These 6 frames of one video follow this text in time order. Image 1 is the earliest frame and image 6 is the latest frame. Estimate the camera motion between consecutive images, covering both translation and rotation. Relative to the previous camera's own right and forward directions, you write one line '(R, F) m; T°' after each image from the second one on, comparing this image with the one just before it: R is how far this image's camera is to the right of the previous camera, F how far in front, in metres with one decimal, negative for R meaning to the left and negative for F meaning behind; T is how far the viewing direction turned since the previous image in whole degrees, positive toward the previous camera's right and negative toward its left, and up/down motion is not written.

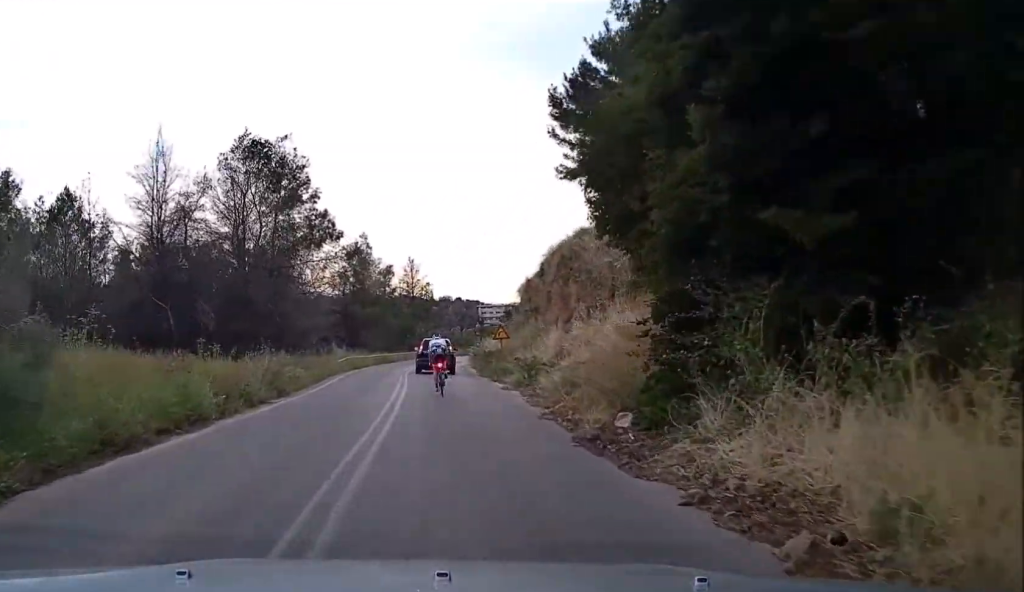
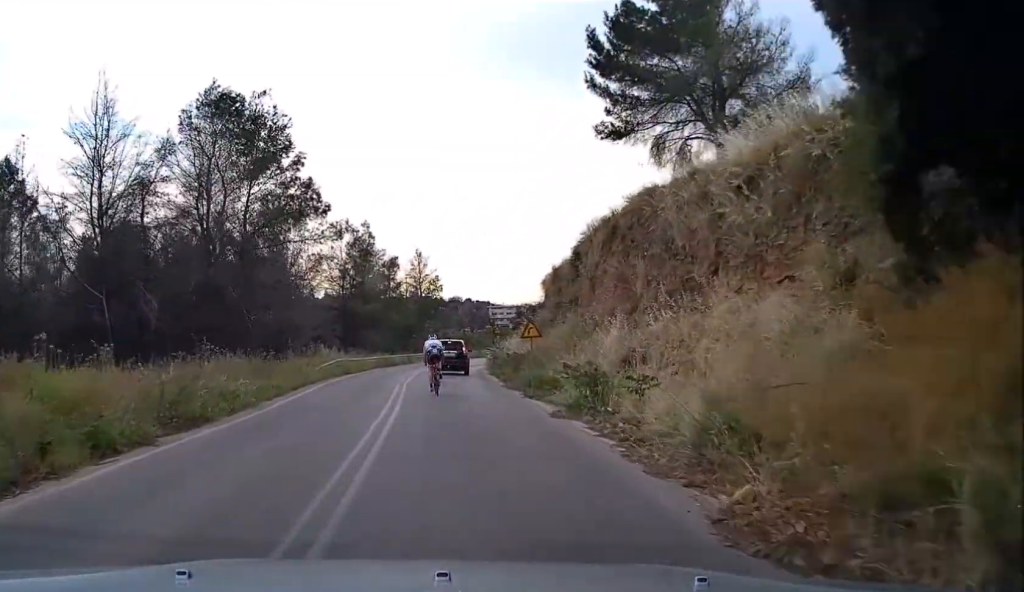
(-0.1, +8.8) m; -1°
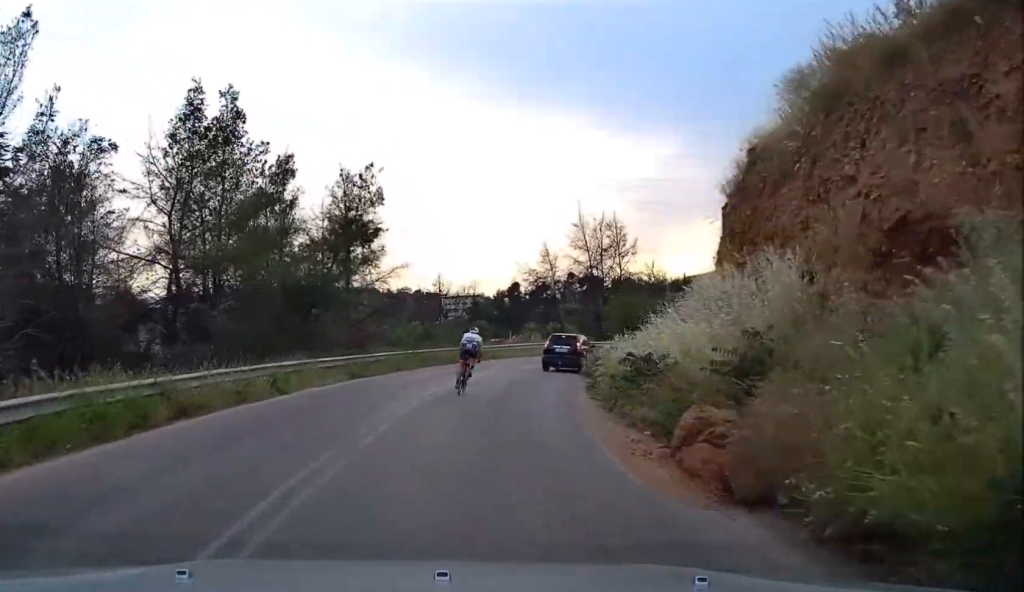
(+0.8, +42.7) m; +5°
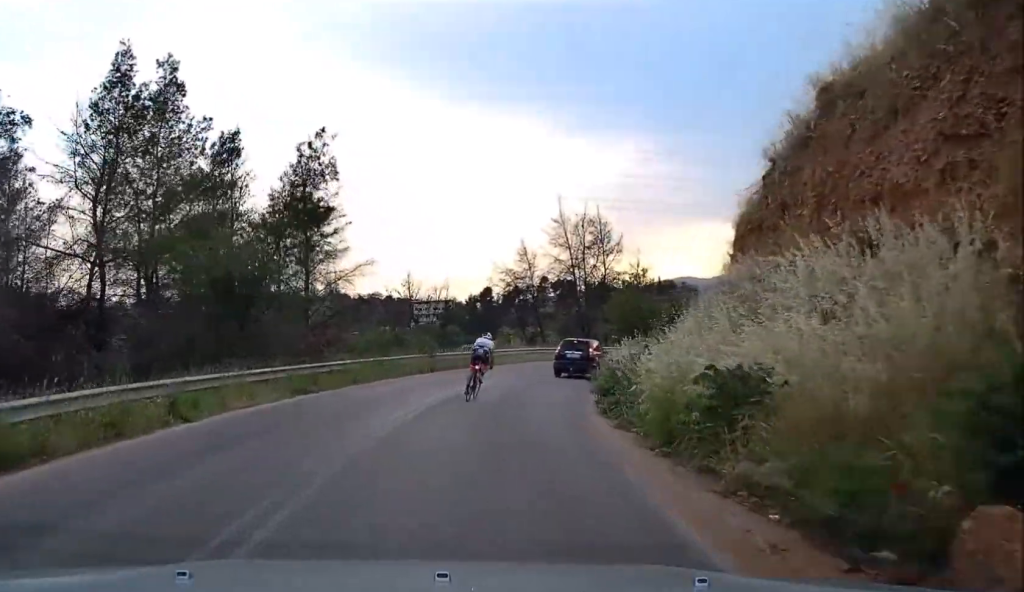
(+0.1, +5.5) m; +2°
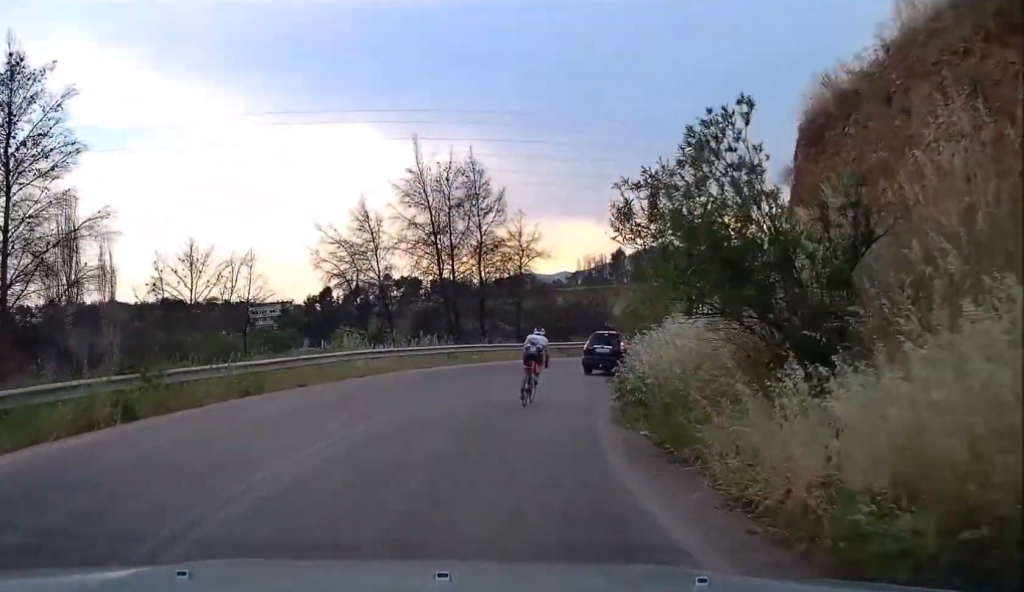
(+1.6, +20.1) m; +10°
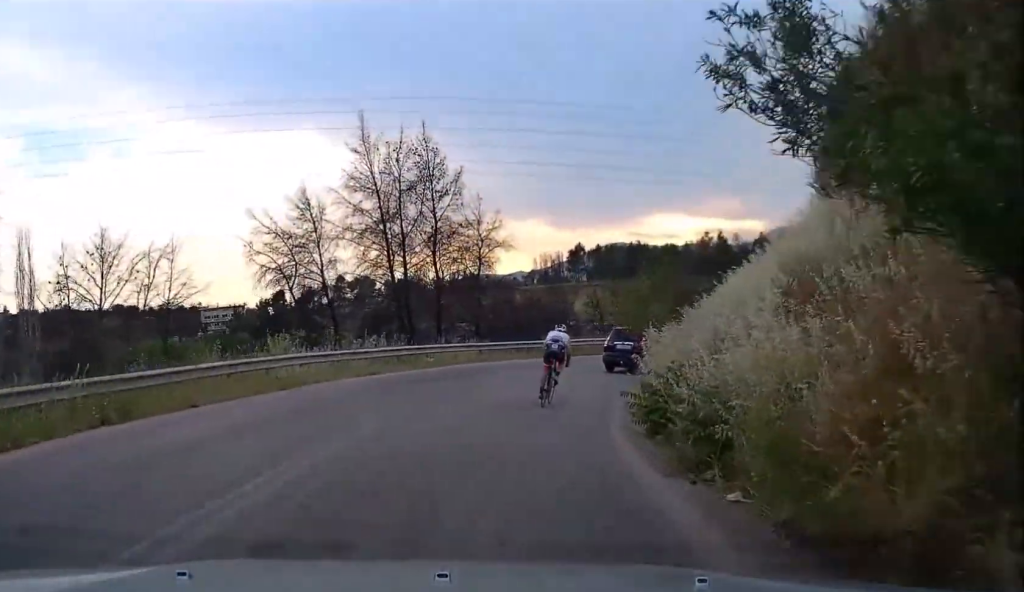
(+0.1, +5.5) m; +4°
